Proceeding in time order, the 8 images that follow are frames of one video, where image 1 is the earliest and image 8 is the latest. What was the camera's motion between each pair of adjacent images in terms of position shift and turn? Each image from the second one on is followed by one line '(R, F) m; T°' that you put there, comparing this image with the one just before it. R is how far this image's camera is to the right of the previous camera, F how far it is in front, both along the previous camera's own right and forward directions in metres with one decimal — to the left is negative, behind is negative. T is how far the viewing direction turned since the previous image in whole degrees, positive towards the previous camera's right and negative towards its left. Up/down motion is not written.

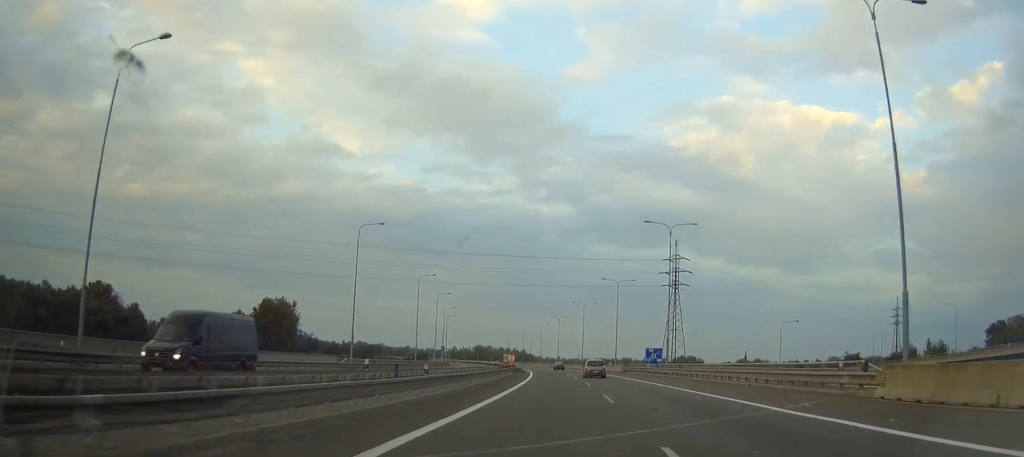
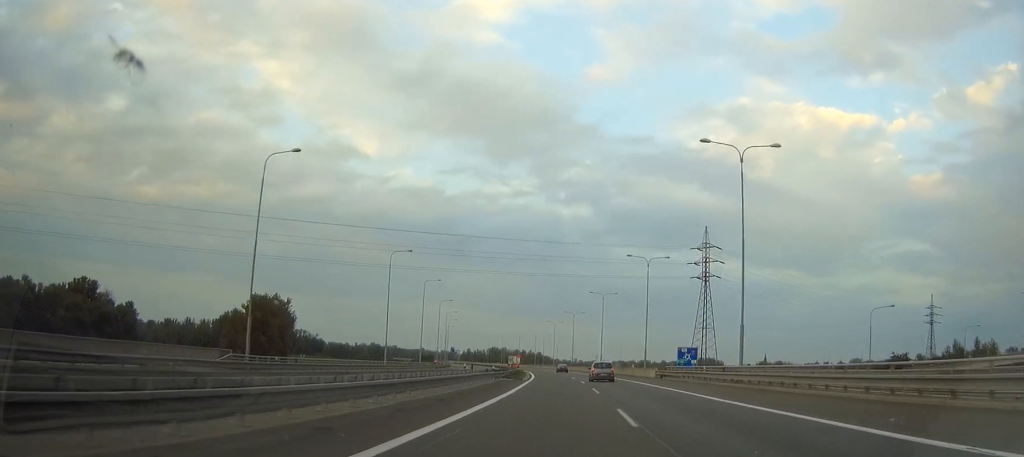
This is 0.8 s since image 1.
(0.0, +26.3) m; 0°
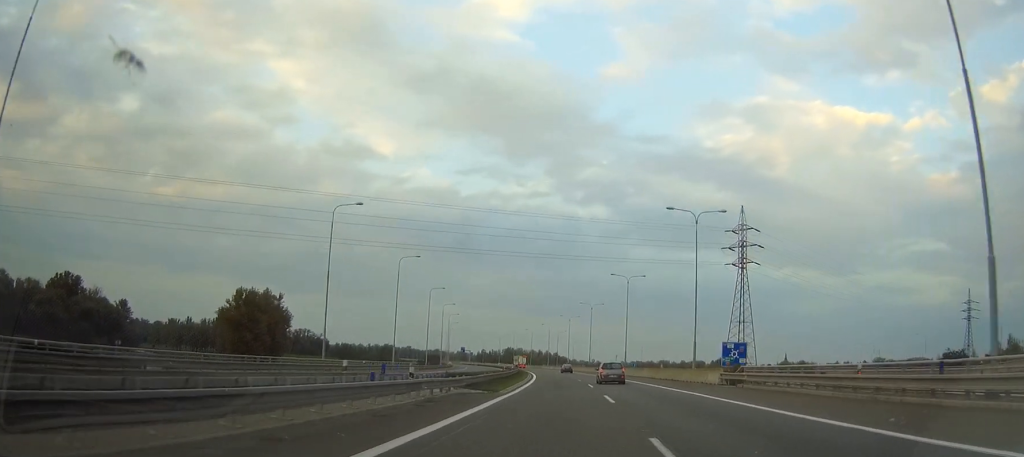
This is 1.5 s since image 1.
(0.0, +26.4) m; 0°
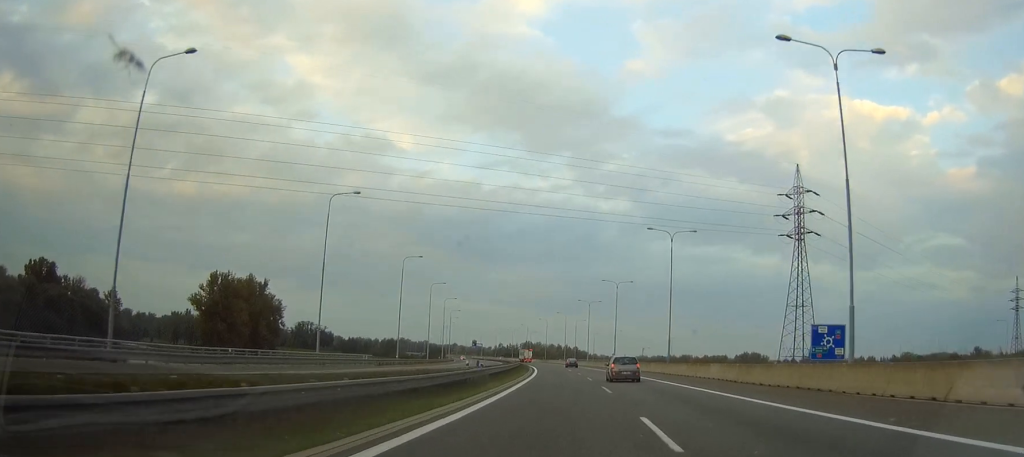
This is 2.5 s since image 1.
(0.0, +32.3) m; 0°
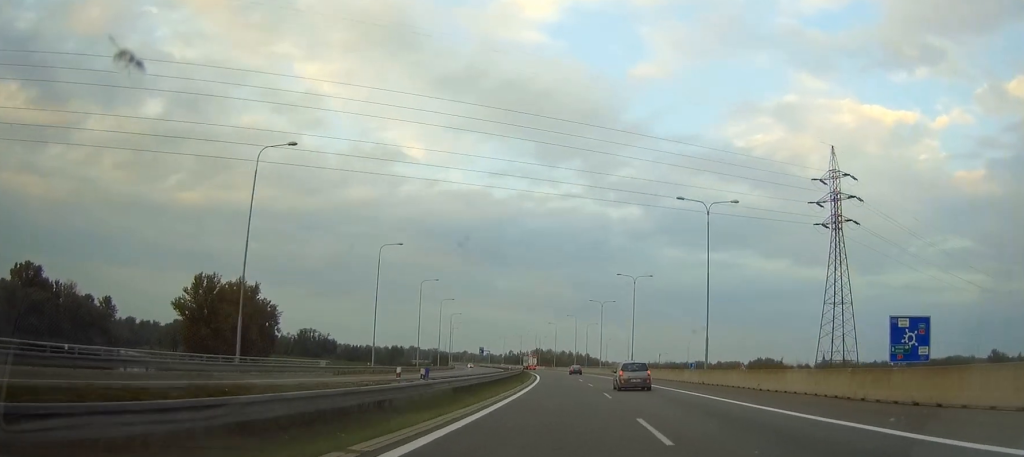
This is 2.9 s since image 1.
(0.0, +16.2) m; 0°
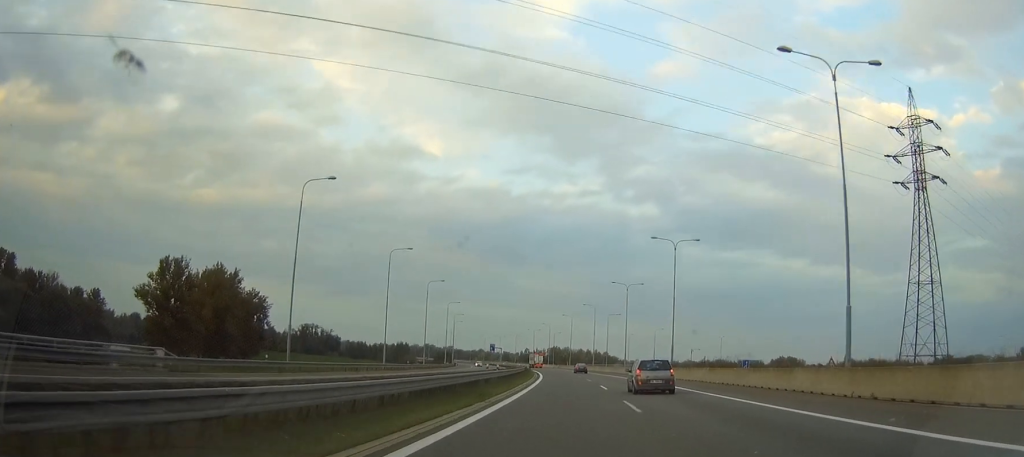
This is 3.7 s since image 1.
(0.0, +28.0) m; 0°
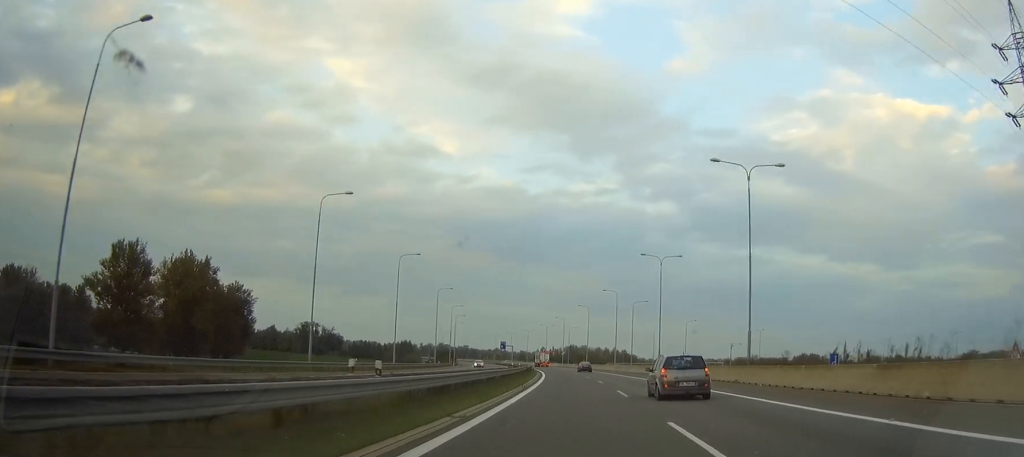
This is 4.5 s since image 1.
(0.0, +28.1) m; -2°
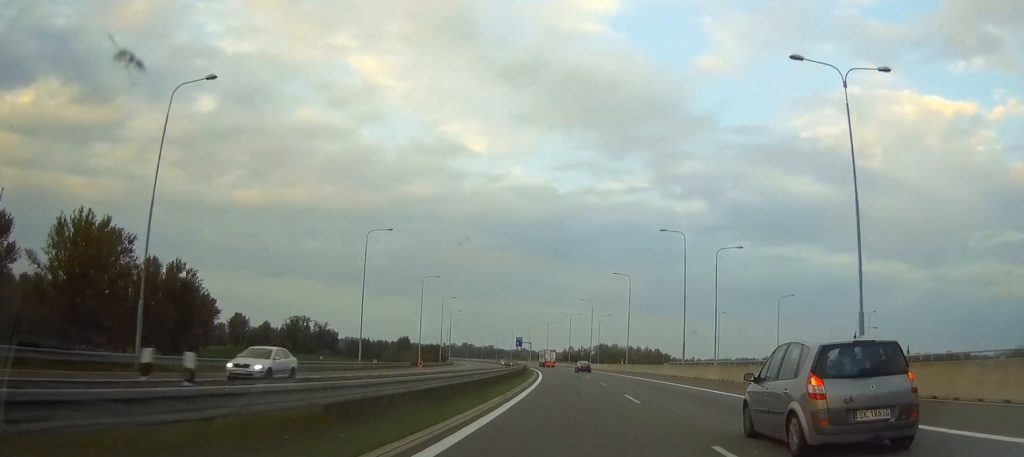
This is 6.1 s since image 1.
(-3.7, +56.6) m; -7°
